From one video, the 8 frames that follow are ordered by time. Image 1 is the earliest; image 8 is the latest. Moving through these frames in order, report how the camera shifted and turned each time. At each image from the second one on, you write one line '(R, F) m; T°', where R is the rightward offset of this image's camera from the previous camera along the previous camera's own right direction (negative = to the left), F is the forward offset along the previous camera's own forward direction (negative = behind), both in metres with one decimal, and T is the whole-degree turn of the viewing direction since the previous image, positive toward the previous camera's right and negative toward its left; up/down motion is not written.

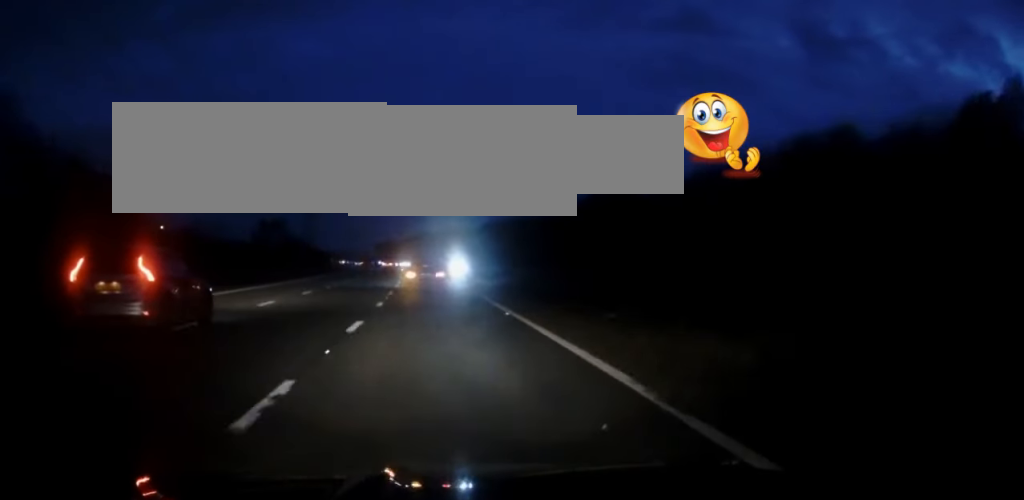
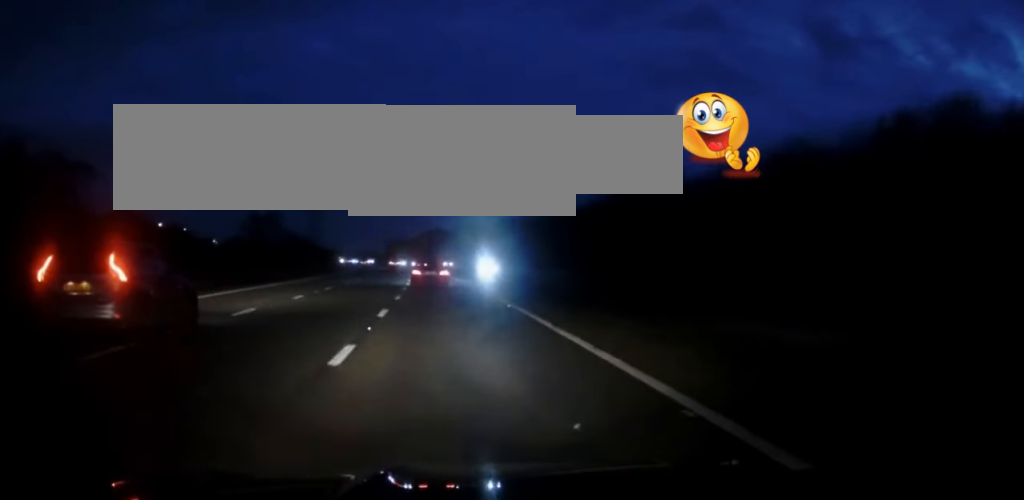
(-0.5, +14.4) m; -1°
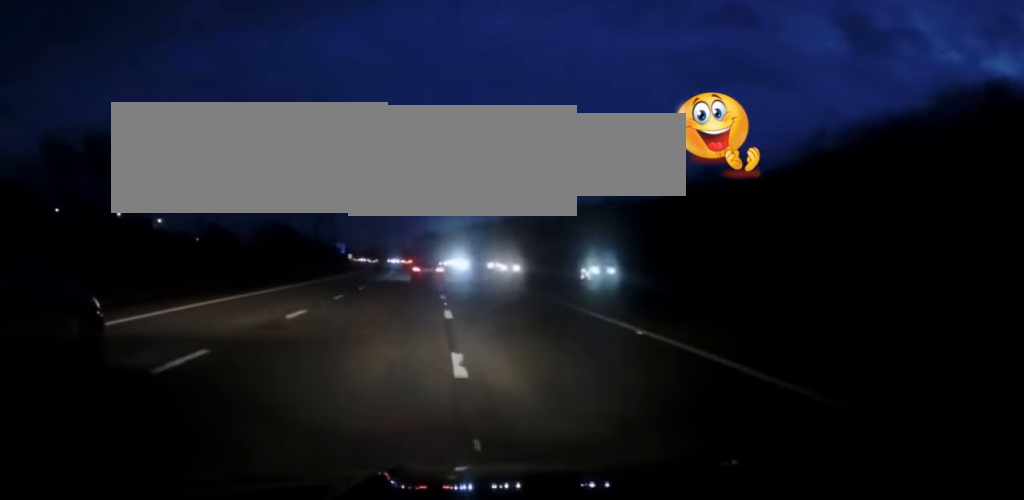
(-0.7, +63.2) m; -1°
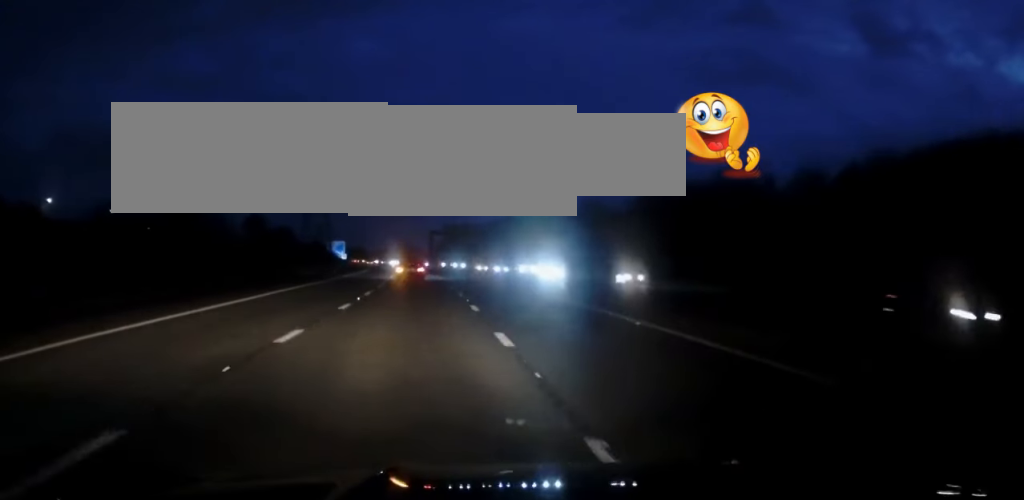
(-0.6, +51.0) m; -1°
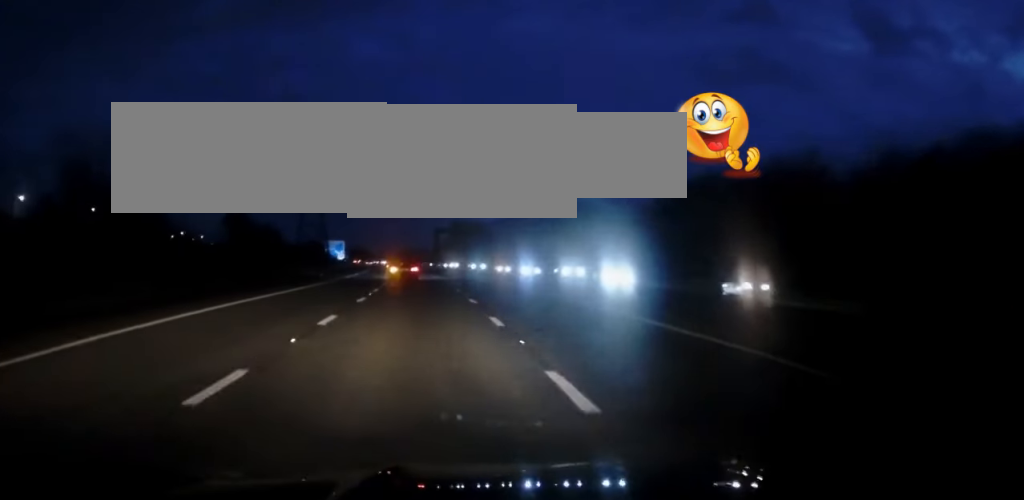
(0.0, +14.2) m; 0°
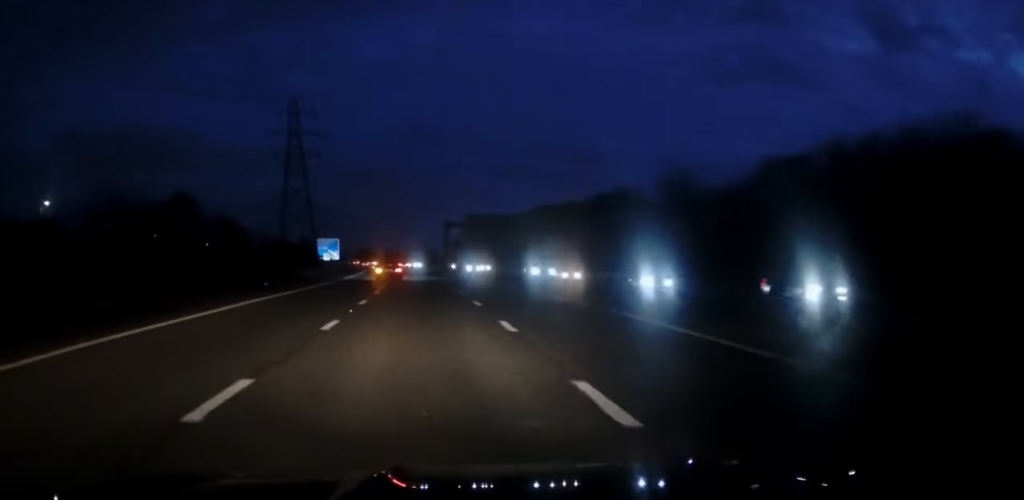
(-0.2, +26.8) m; -1°
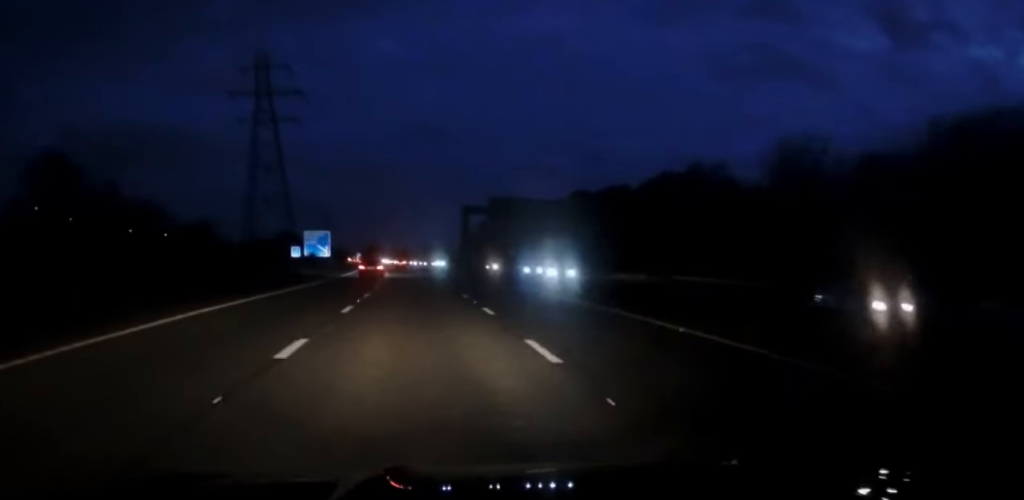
(-0.3, +30.5) m; -1°
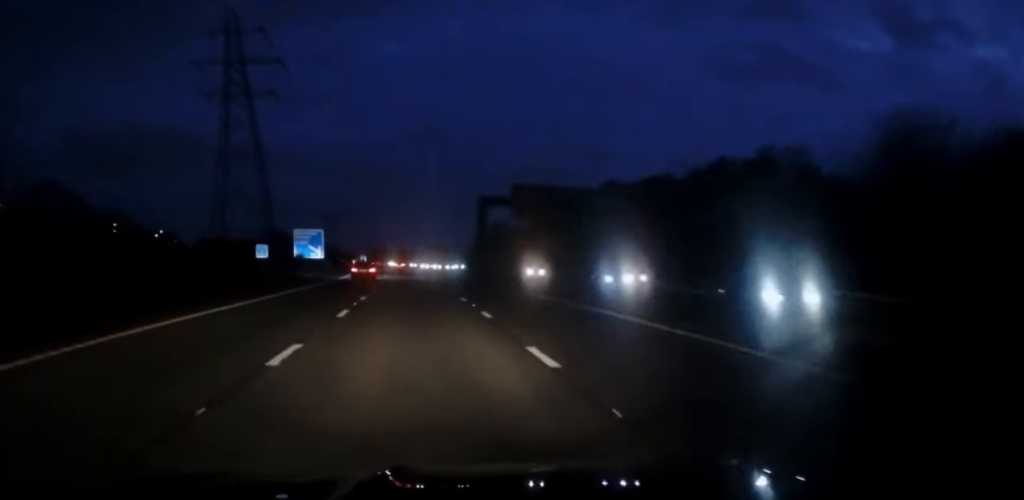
(-0.1, +17.9) m; 0°
